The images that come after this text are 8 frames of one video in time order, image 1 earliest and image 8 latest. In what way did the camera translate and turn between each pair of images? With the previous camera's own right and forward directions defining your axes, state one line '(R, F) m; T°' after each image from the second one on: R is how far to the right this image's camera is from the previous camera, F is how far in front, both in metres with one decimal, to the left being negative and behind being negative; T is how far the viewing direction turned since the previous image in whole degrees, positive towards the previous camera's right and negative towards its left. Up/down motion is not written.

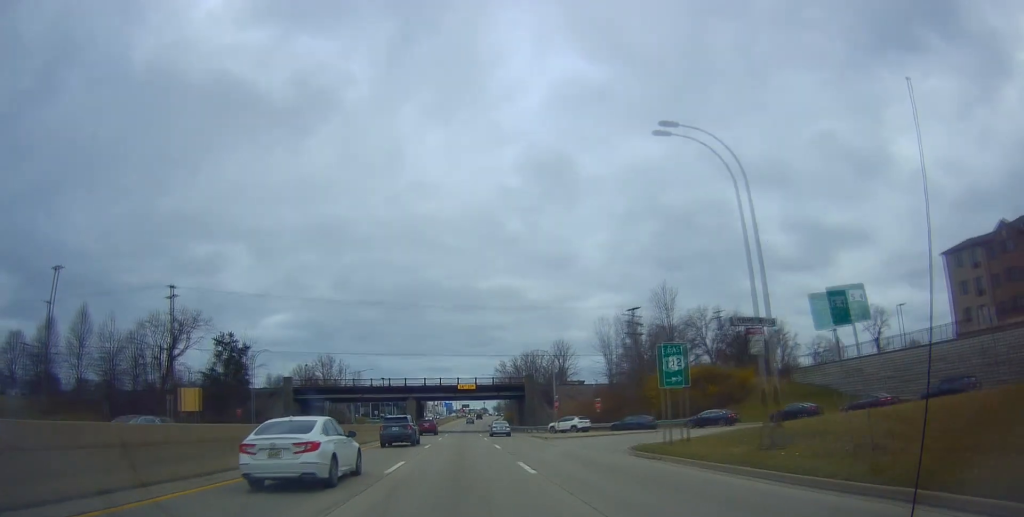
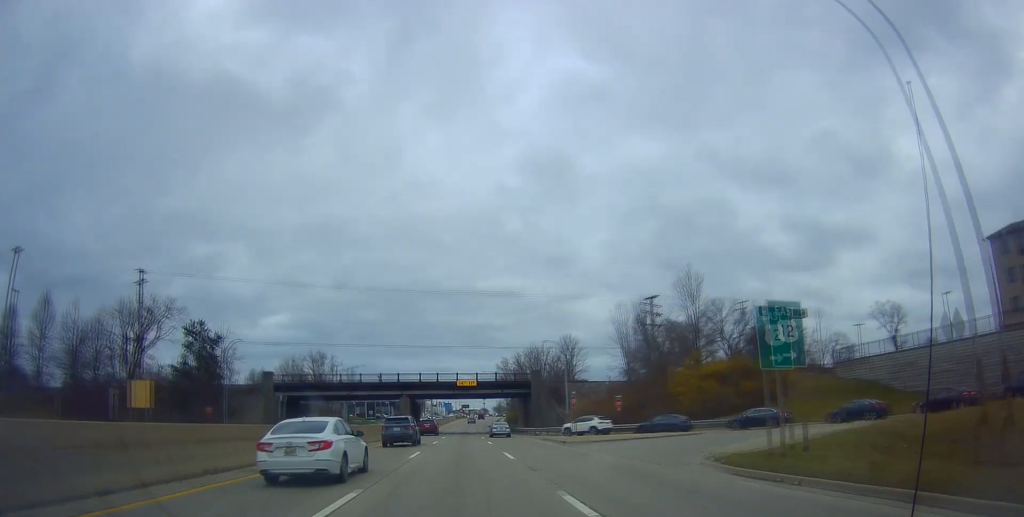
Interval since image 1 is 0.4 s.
(+0.1, +8.4) m; 0°
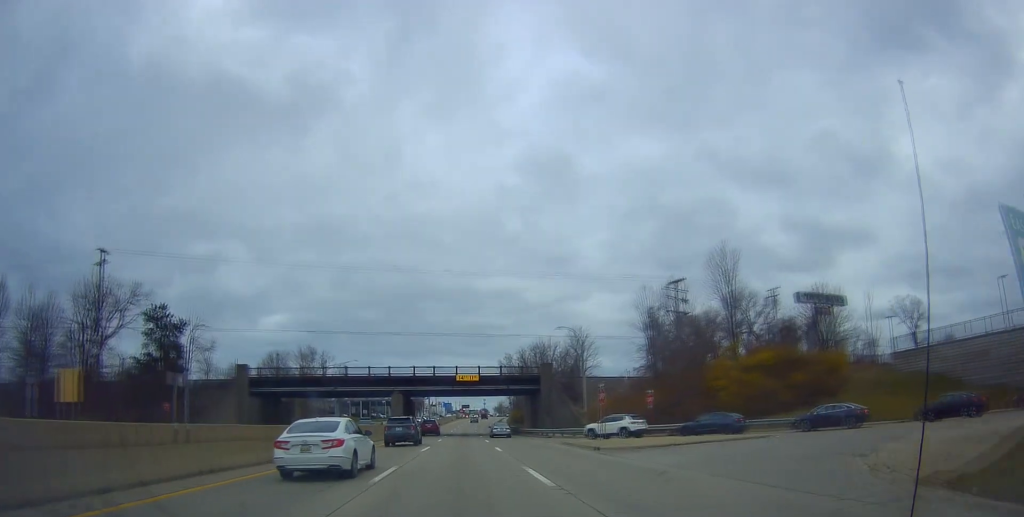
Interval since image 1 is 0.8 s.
(0.0, +9.1) m; 0°
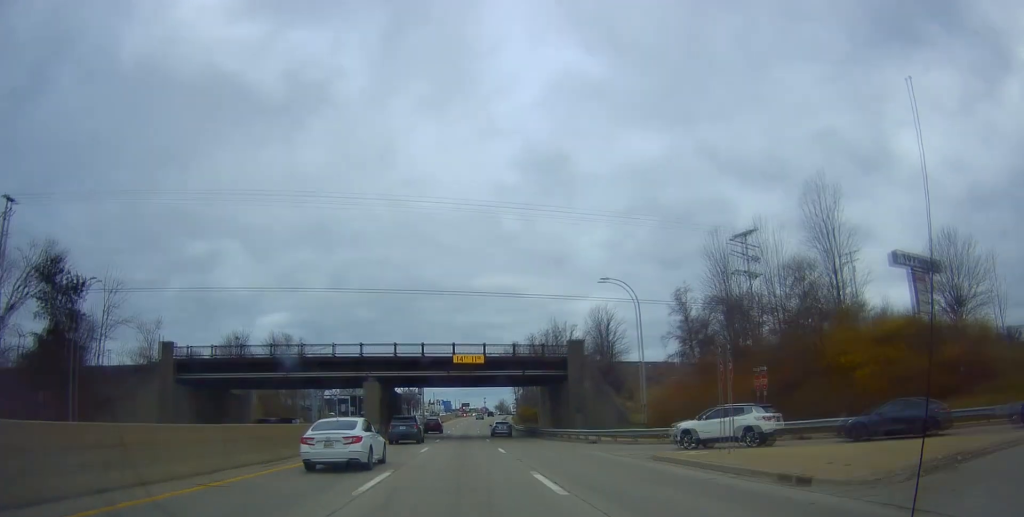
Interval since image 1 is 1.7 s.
(0.0, +17.4) m; 0°
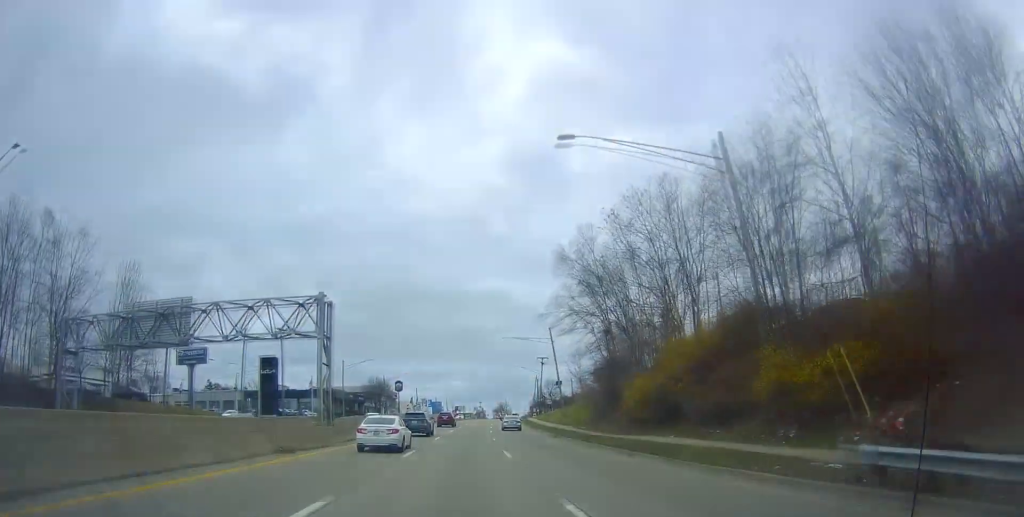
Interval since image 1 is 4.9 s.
(+0.8, +65.3) m; +2°
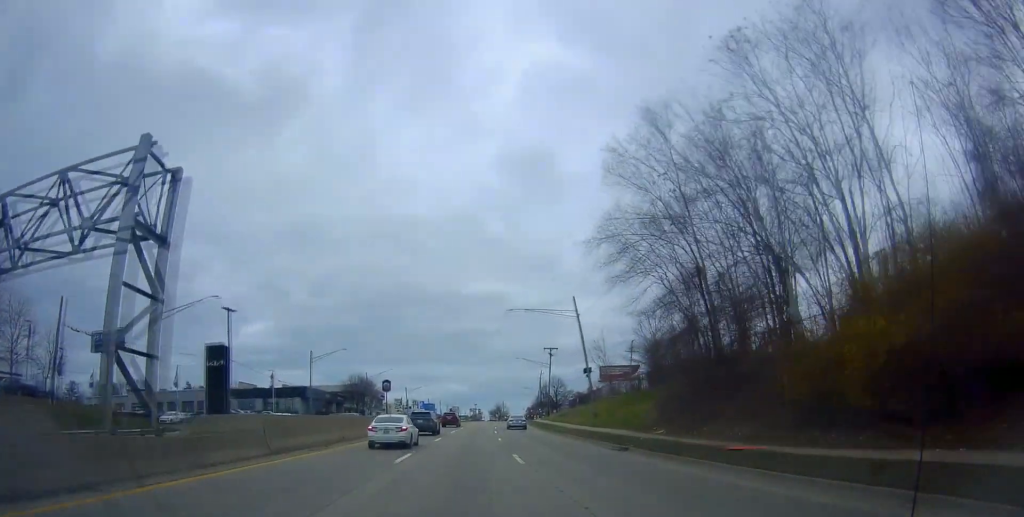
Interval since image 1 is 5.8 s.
(-0.4, +18.5) m; 0°
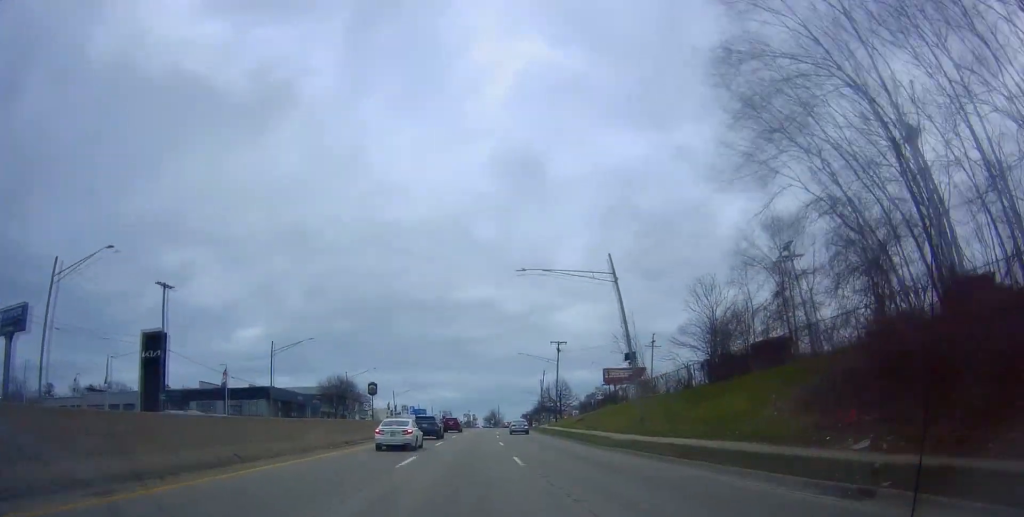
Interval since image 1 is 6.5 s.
(+0.2, +15.0) m; +1°
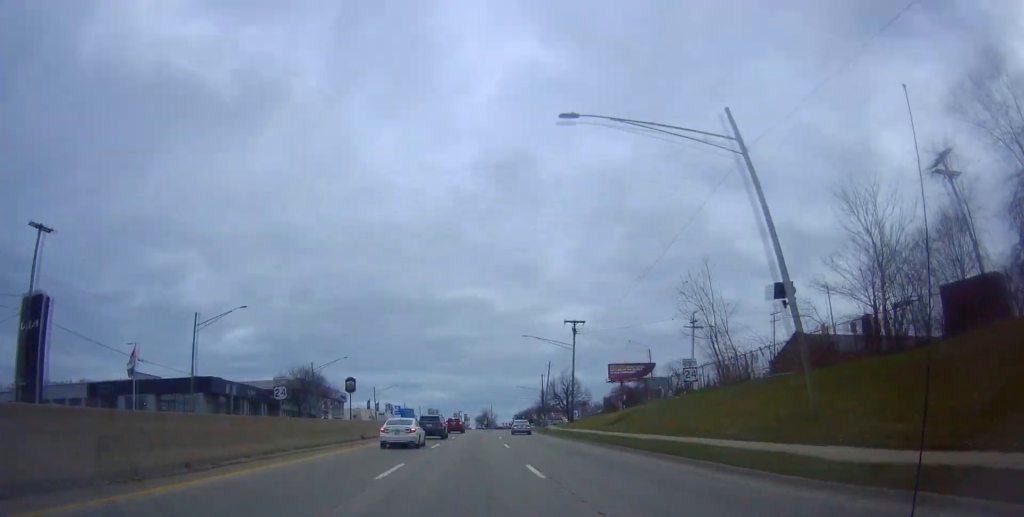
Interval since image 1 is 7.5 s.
(0.0, +19.6) m; -1°
